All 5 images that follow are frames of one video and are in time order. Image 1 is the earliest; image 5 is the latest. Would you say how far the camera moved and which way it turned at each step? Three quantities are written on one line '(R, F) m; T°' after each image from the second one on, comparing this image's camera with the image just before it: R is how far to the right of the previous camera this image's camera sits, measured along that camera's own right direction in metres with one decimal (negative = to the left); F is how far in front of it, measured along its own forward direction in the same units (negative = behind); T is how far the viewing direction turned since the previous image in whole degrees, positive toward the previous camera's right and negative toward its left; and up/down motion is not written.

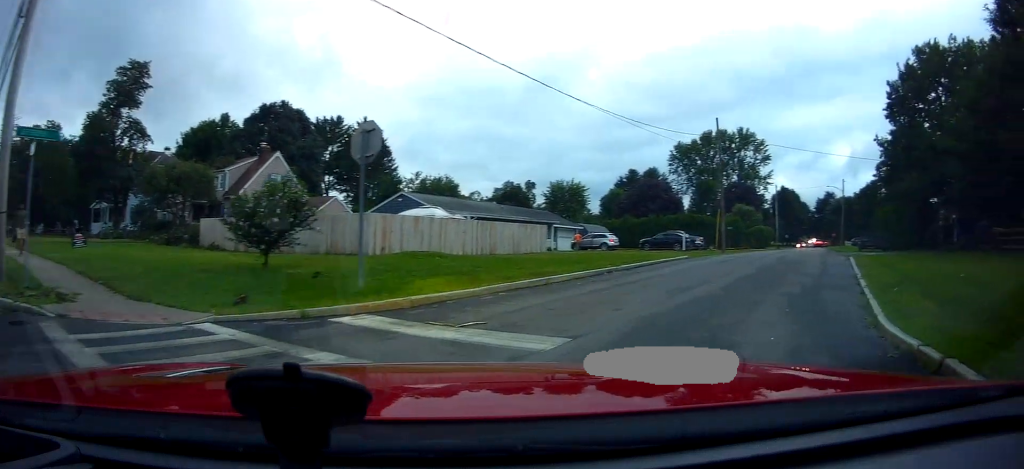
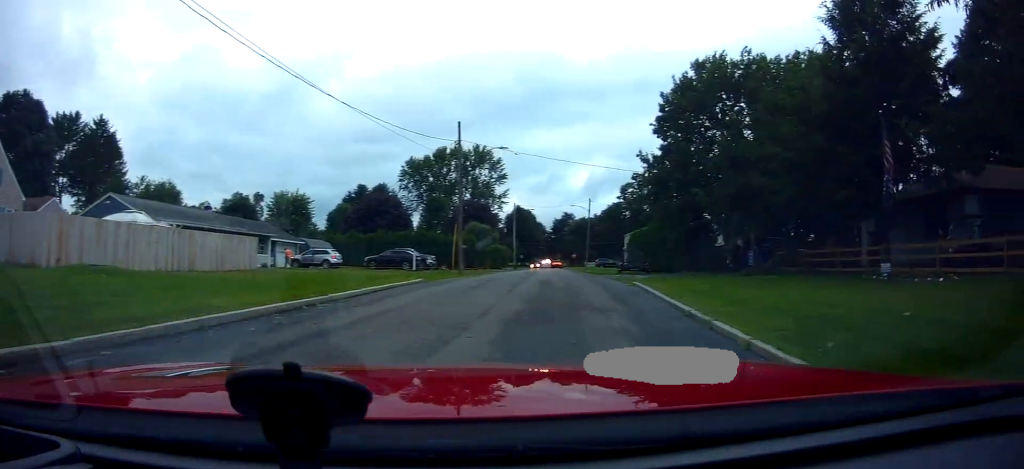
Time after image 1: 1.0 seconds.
(+0.8, +3.4) m; +21°
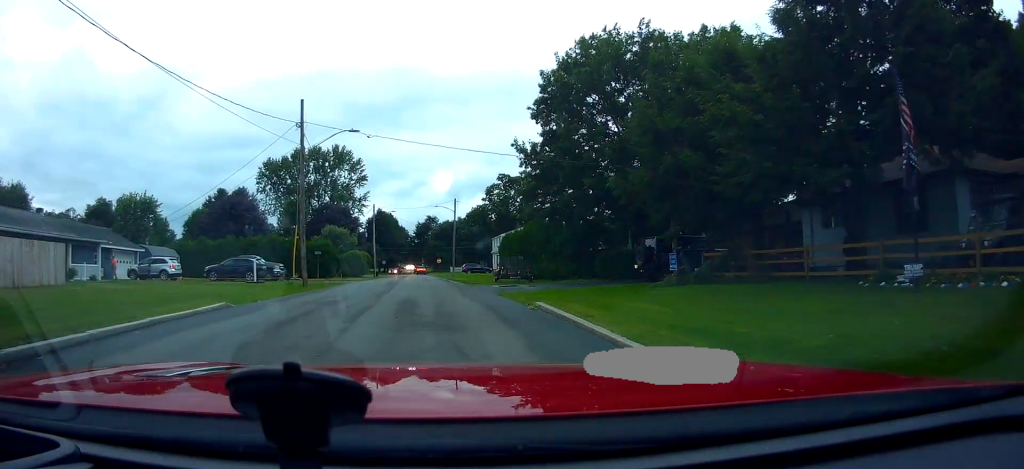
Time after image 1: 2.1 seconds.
(+0.8, +5.0) m; +11°
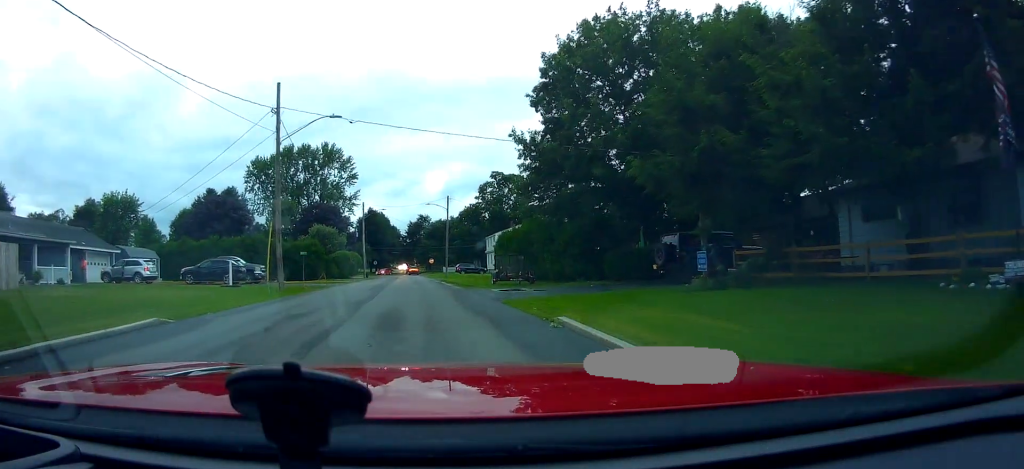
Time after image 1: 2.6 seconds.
(+0.2, +3.2) m; -1°
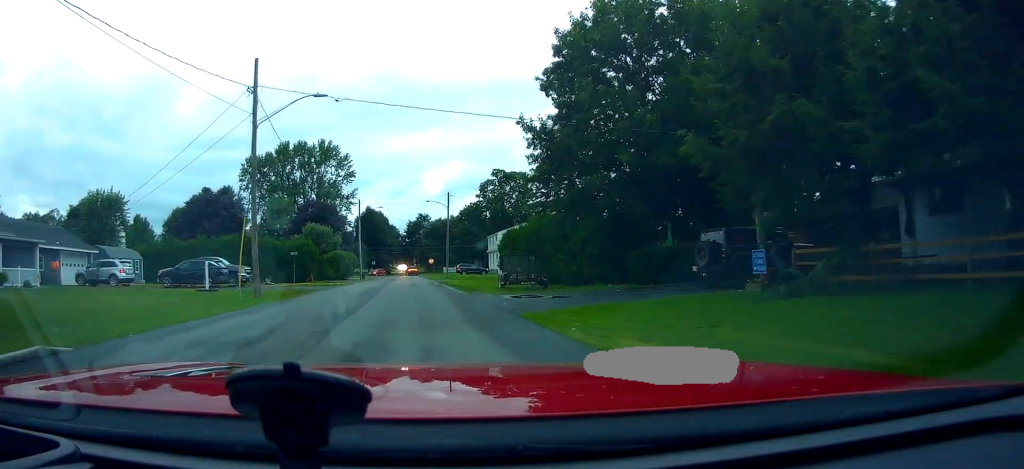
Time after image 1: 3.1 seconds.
(0.0, +3.7) m; 0°
